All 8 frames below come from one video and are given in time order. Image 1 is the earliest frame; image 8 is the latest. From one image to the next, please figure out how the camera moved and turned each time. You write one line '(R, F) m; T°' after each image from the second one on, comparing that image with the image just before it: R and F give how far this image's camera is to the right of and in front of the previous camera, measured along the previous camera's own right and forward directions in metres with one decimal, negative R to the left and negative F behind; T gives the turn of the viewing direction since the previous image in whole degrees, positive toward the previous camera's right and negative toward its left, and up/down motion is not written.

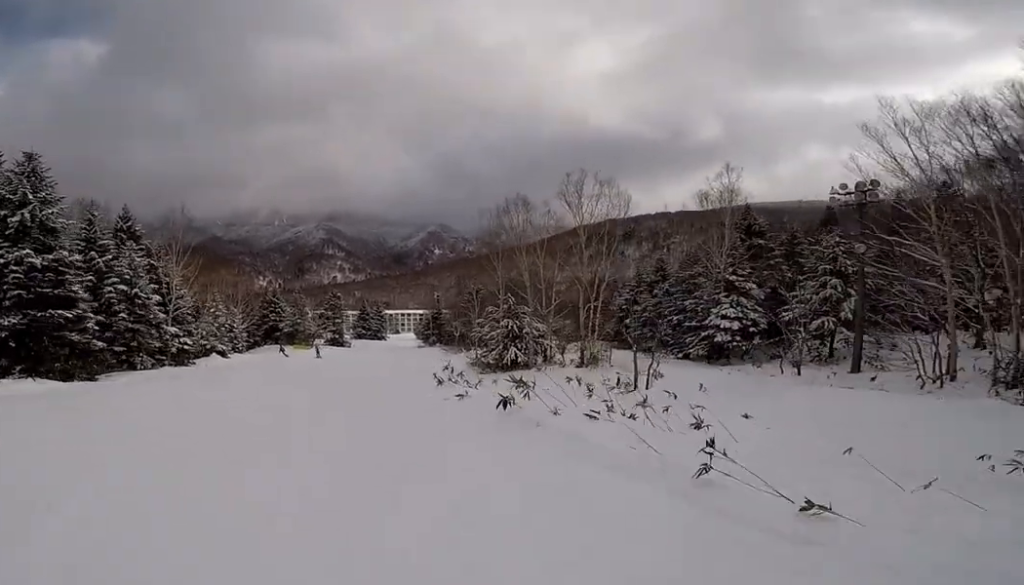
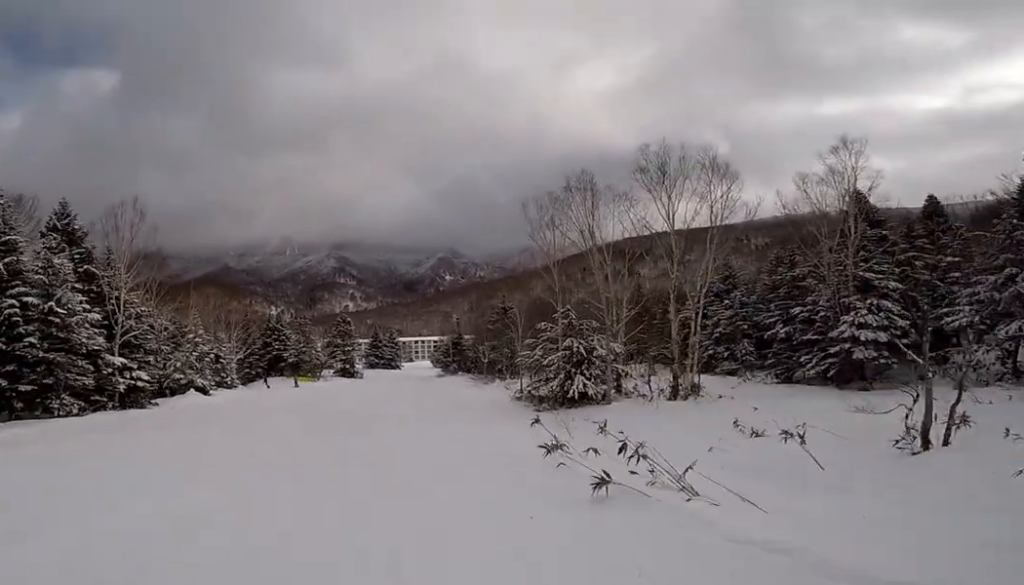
(-1.8, +9.8) m; 0°
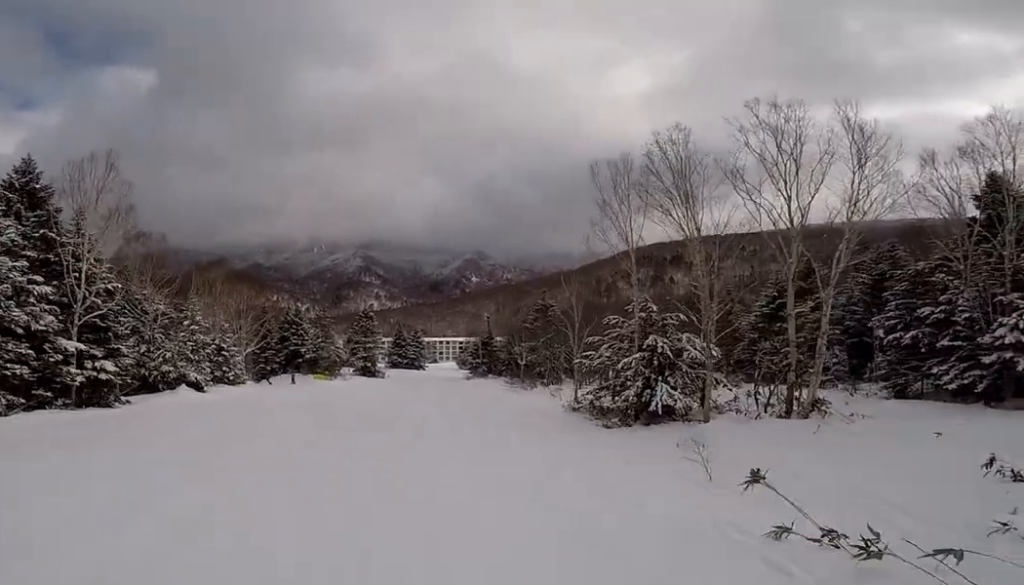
(+1.1, +6.3) m; +4°
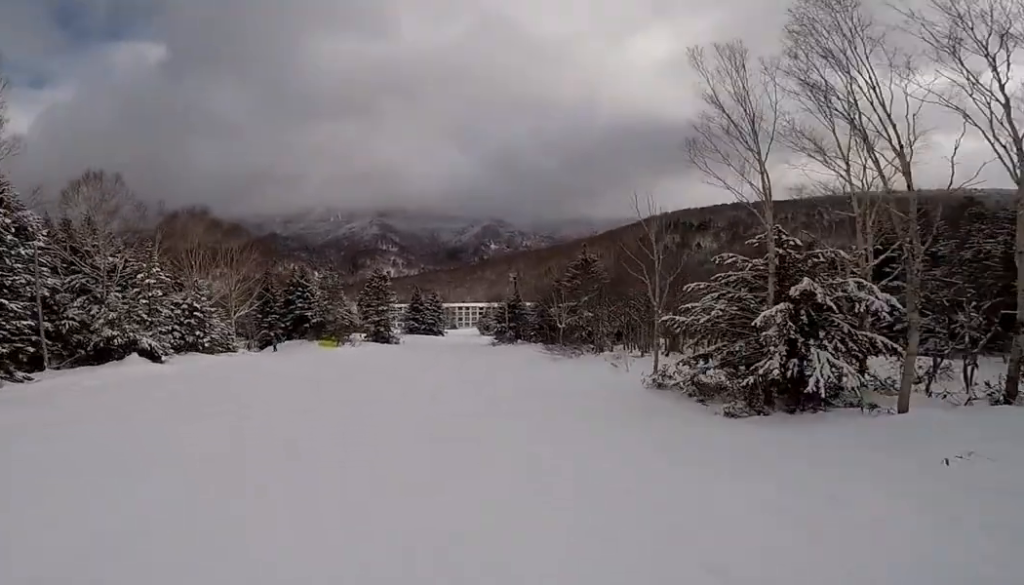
(+0.4, +8.0) m; +2°
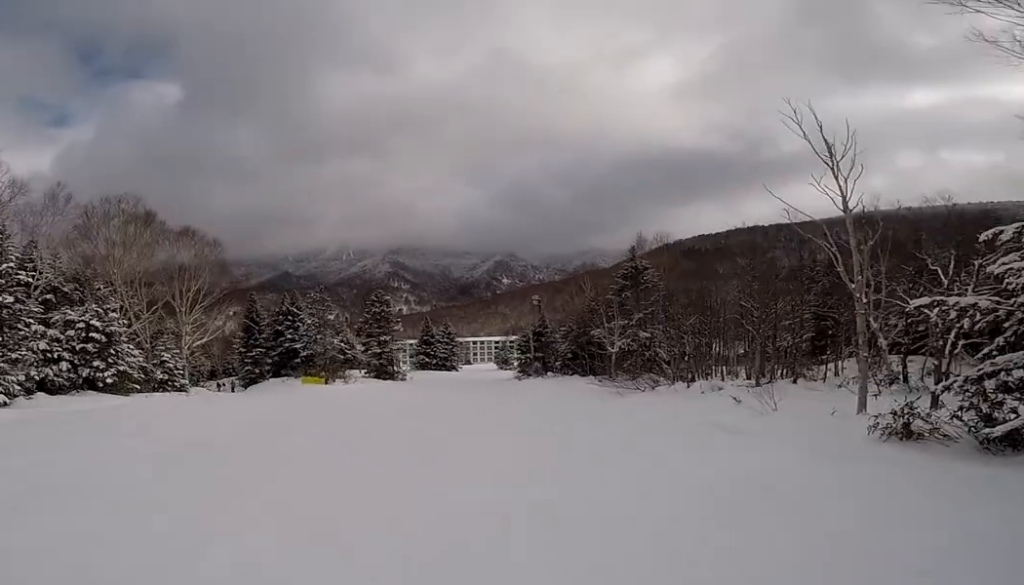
(-0.4, +10.5) m; -4°
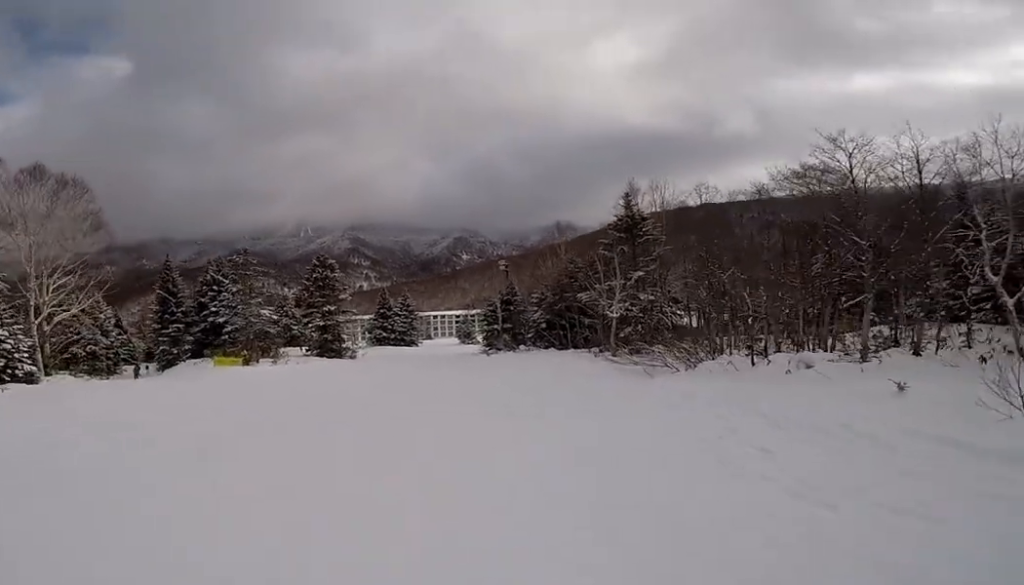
(0.0, +8.5) m; -2°
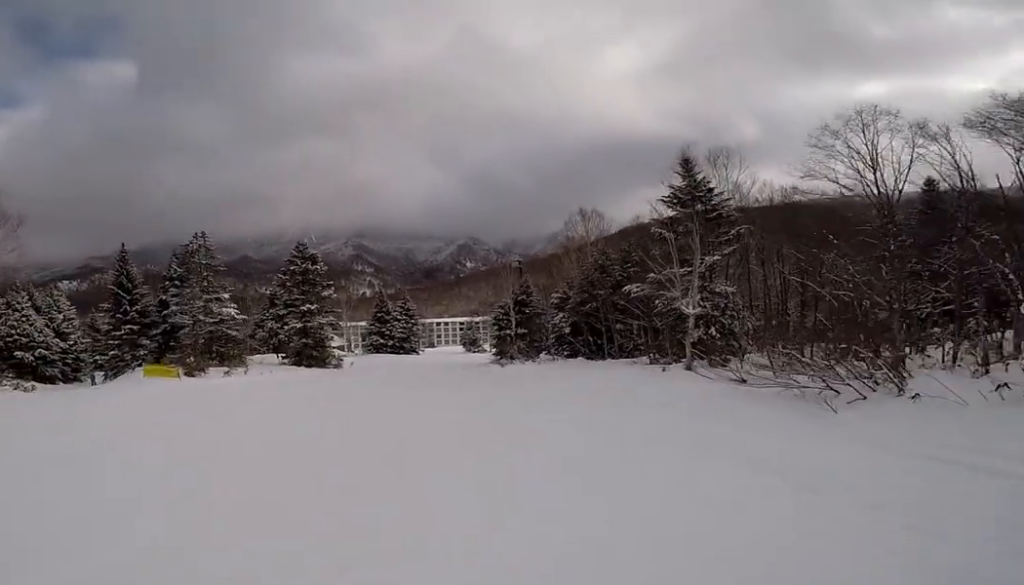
(-0.6, +7.7) m; +3°
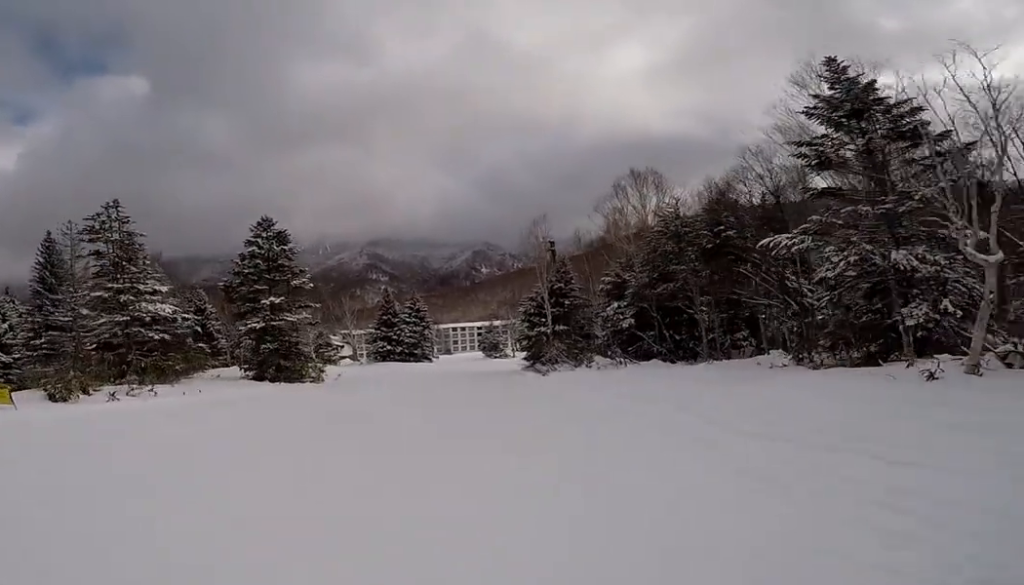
(+1.2, +10.2) m; +4°
